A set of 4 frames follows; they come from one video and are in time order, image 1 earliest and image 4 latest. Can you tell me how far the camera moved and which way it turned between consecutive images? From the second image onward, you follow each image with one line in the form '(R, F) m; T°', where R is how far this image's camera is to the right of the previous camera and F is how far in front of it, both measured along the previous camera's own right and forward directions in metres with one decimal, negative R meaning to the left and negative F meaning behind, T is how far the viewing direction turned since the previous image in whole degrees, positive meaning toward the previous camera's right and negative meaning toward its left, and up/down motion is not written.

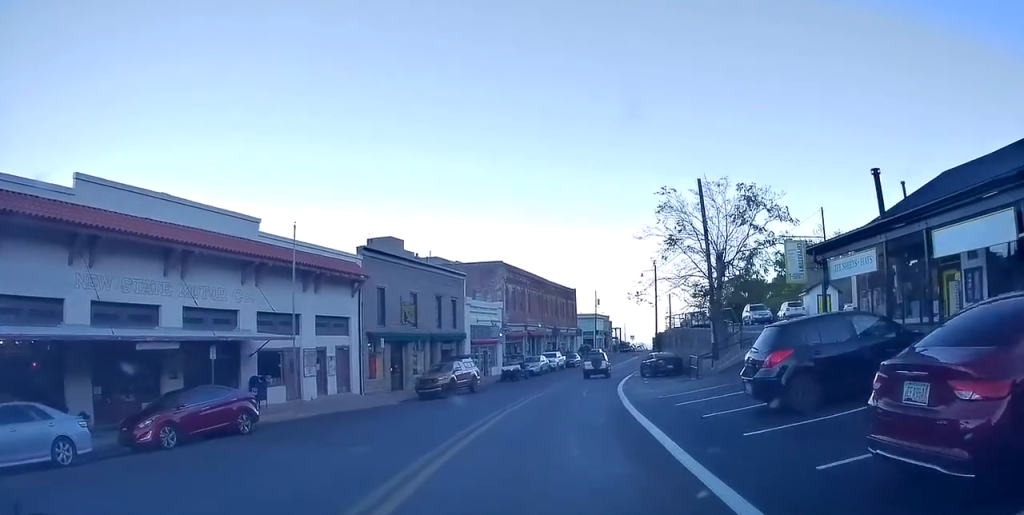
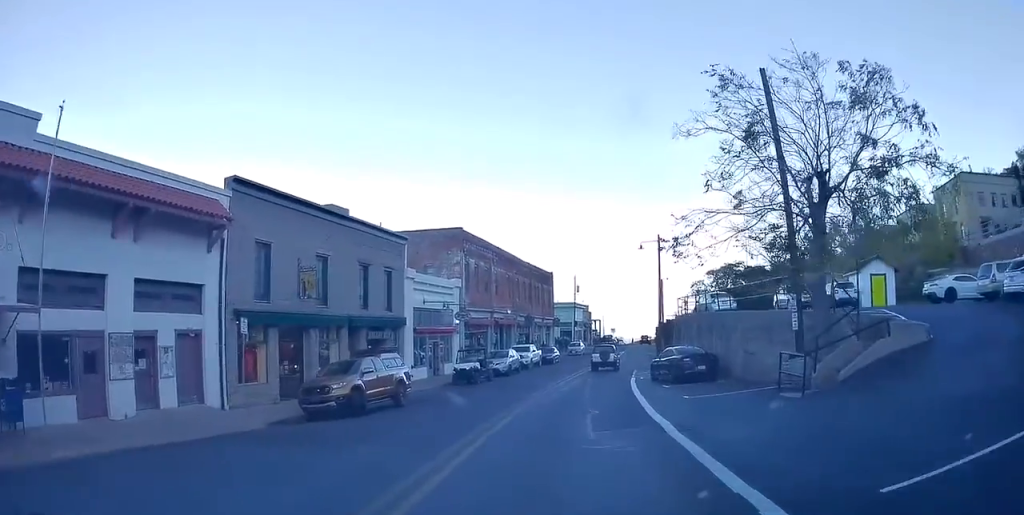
(+0.3, +12.7) m; 0°
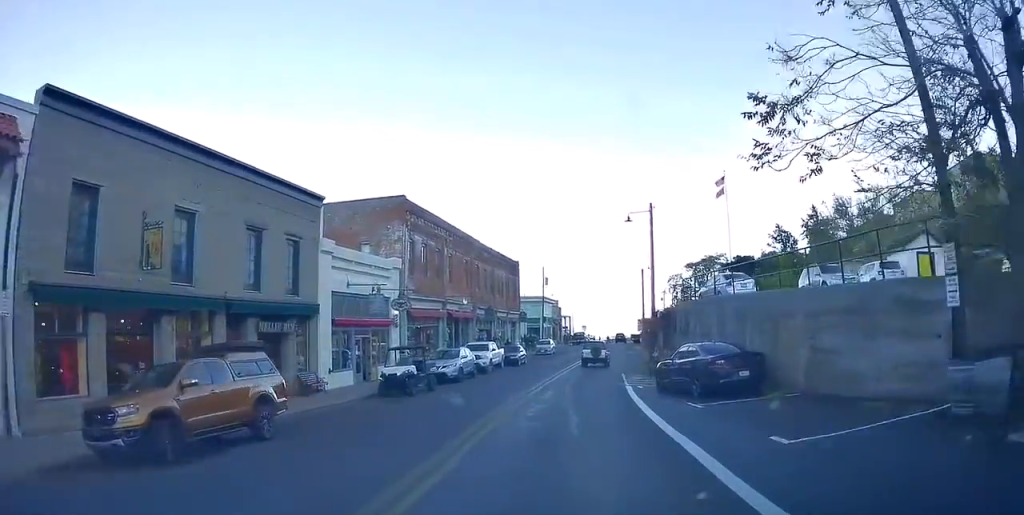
(+0.2, +7.2) m; +2°
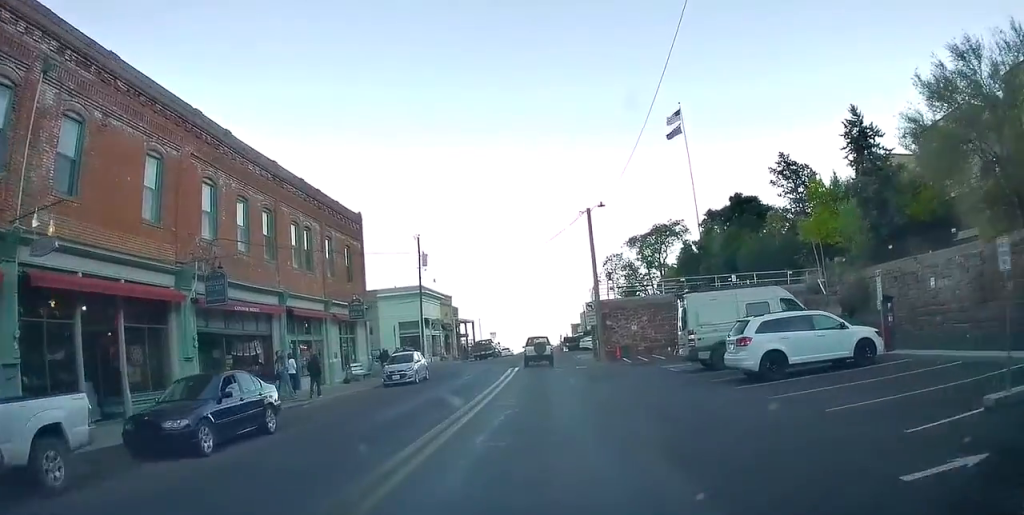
(+1.7, +30.1) m; +6°
